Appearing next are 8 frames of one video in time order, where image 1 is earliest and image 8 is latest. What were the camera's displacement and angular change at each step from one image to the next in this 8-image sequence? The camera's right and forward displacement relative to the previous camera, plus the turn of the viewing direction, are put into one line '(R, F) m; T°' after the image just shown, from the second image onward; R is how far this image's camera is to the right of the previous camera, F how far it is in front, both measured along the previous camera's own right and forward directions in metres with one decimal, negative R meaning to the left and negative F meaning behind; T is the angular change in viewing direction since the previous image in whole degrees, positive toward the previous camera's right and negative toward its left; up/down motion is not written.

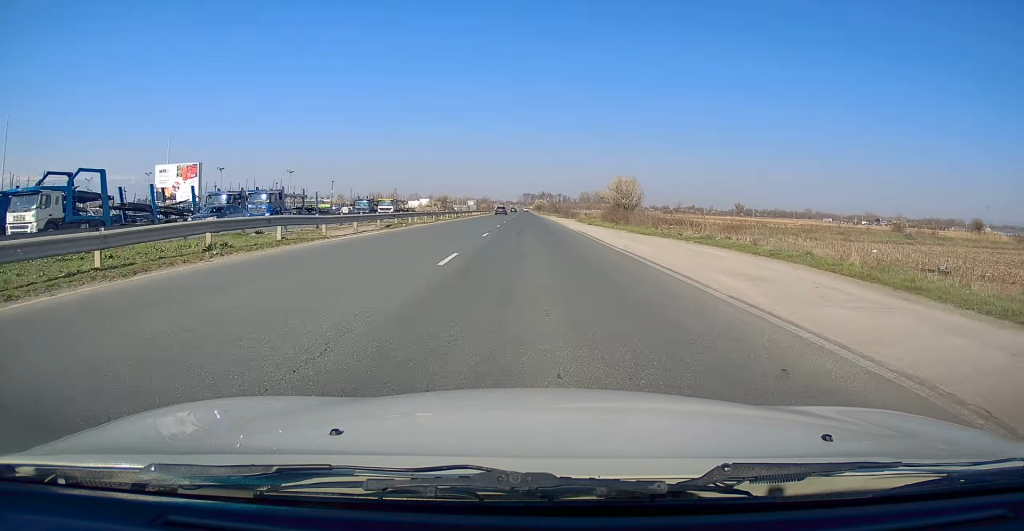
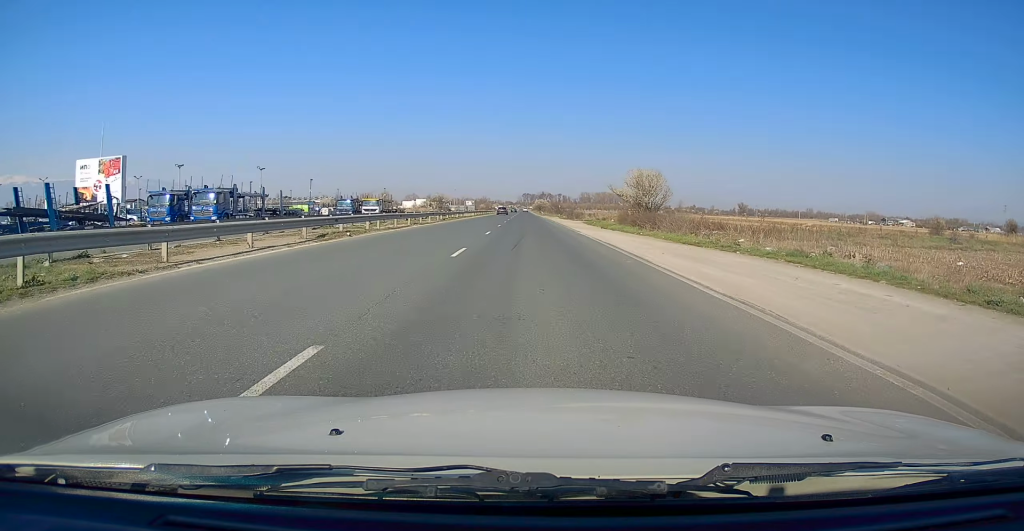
(0.0, +9.8) m; 0°
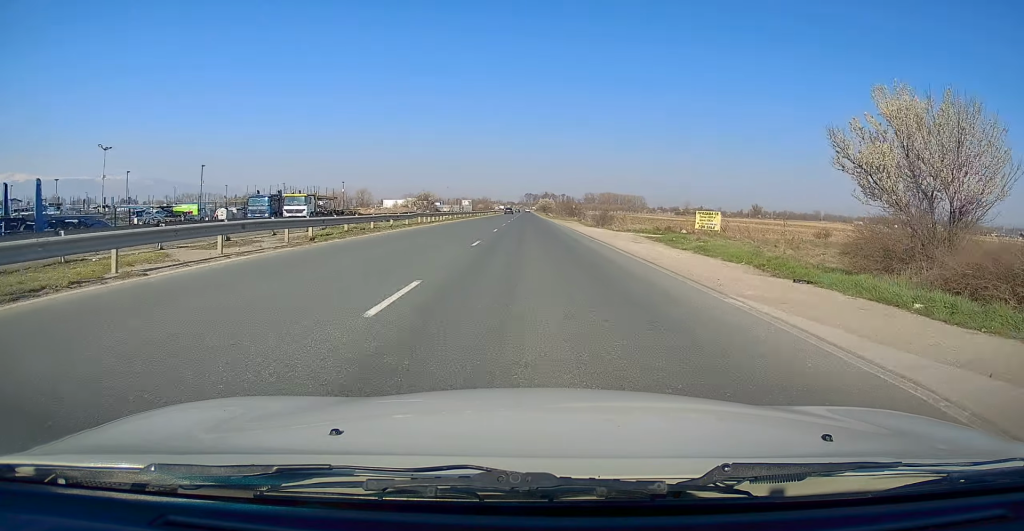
(0.0, +31.6) m; 0°
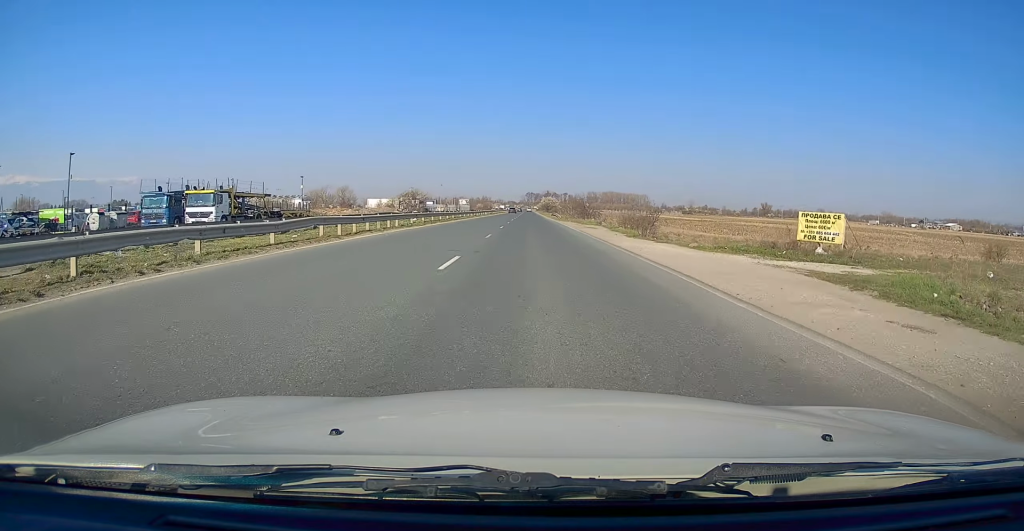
(0.0, +19.2) m; -1°
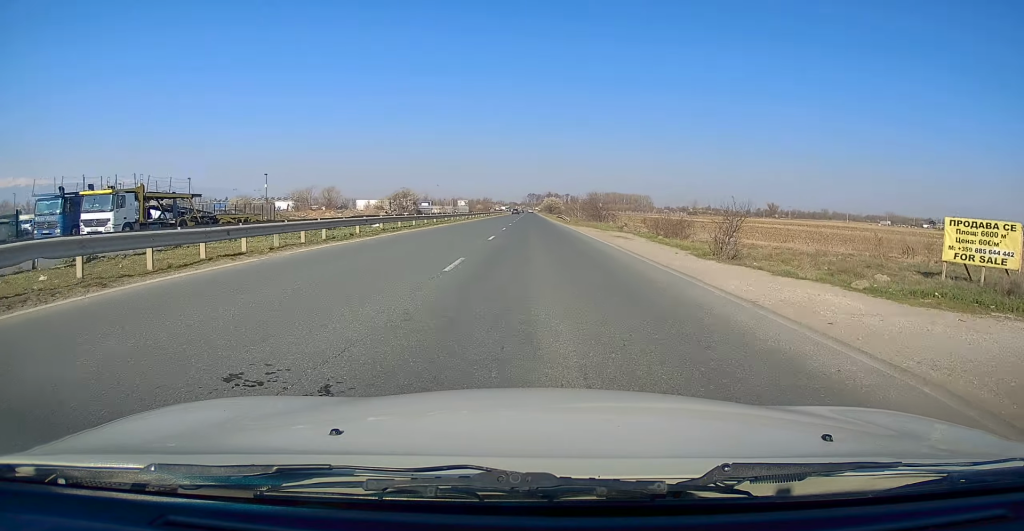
(-0.2, +11.9) m; 0°
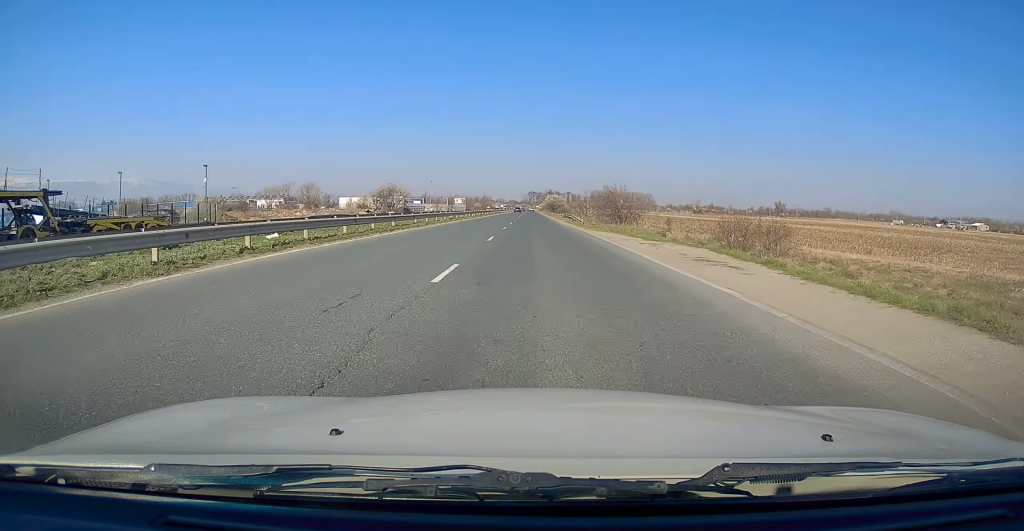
(-0.2, +13.9) m; 0°
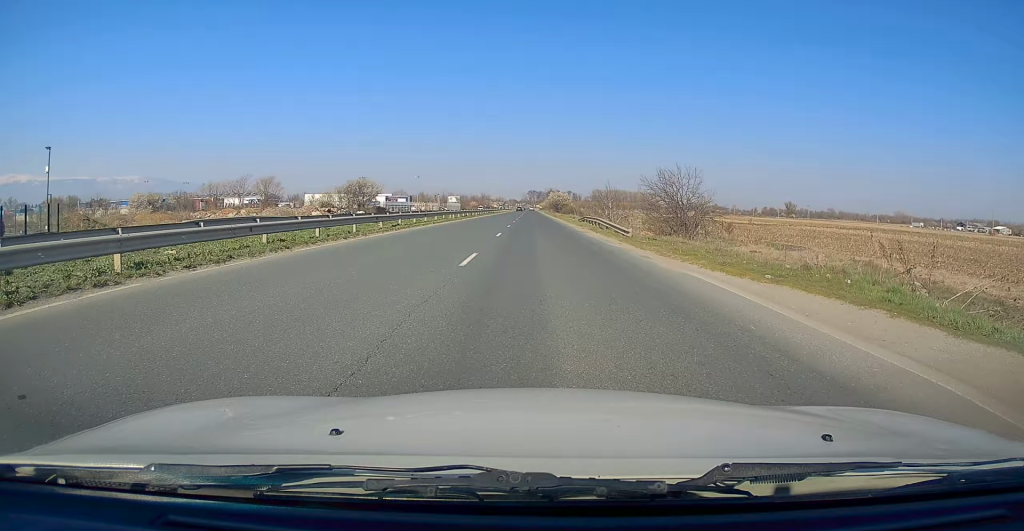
(+0.4, +21.3) m; +1°
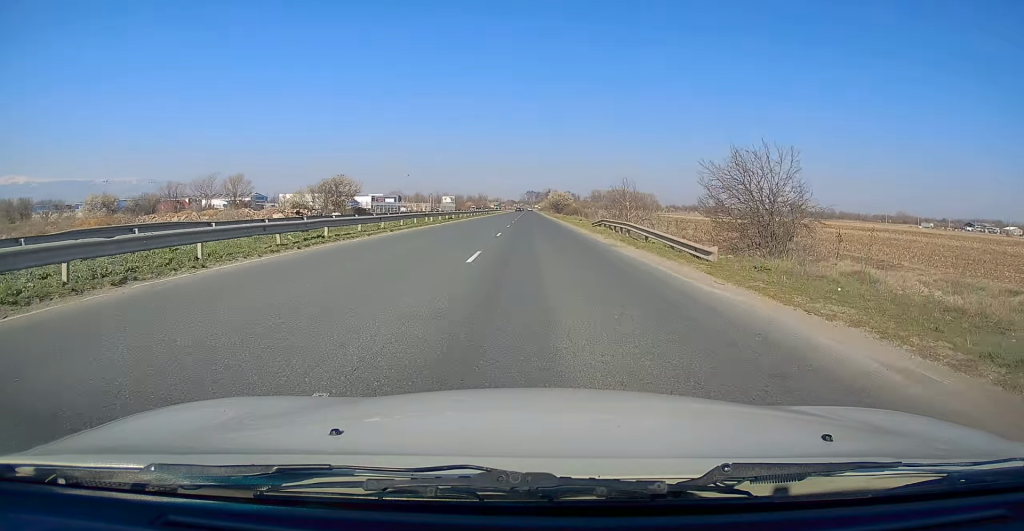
(0.0, +11.3) m; 0°
